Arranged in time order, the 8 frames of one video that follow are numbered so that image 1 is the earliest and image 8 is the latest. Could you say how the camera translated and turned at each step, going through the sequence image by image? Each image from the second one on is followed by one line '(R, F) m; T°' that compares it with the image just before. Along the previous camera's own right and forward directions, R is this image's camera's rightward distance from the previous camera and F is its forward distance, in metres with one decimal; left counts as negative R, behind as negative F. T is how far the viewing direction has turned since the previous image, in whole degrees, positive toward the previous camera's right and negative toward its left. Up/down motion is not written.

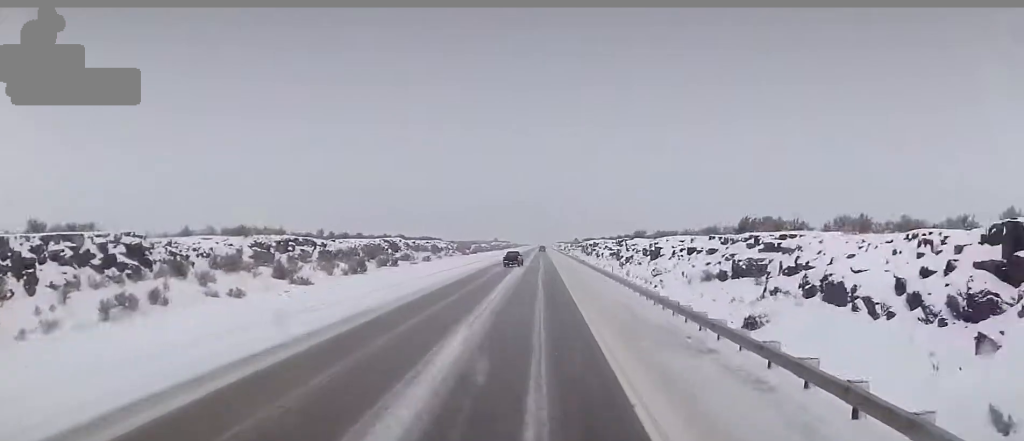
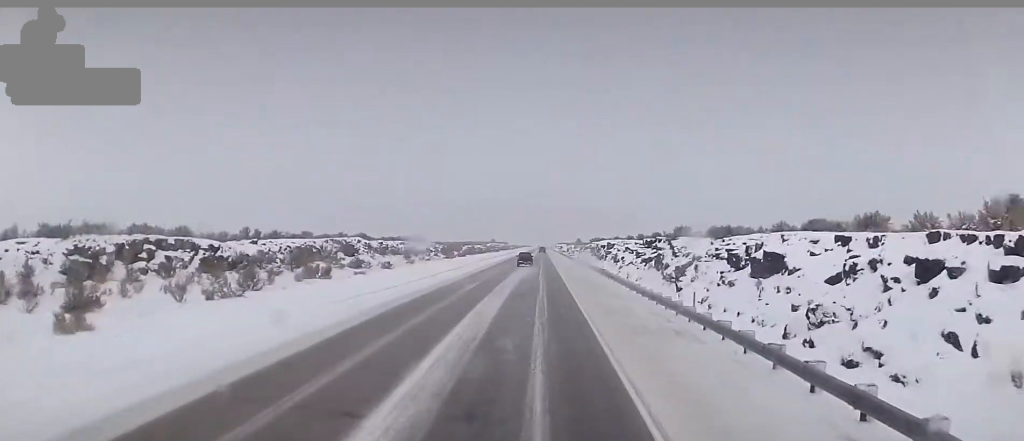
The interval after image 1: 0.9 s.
(+0.2, +23.2) m; 0°
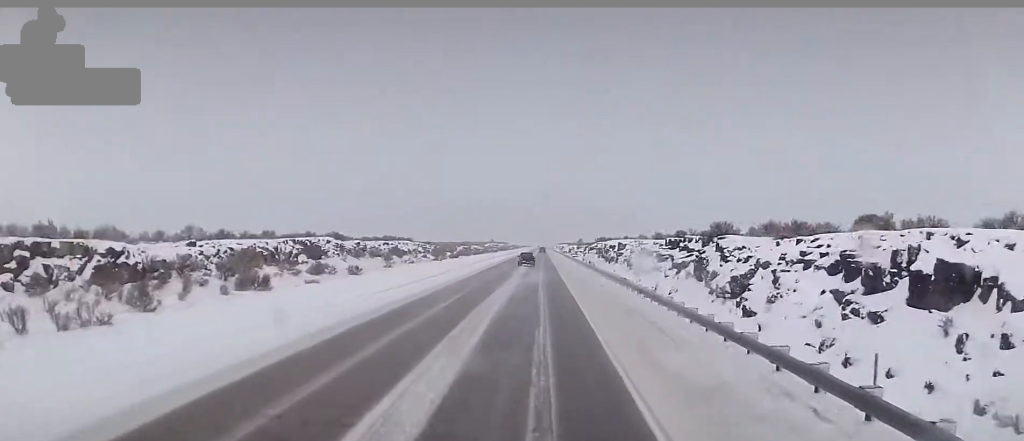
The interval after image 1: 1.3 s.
(+0.1, +11.6) m; 0°
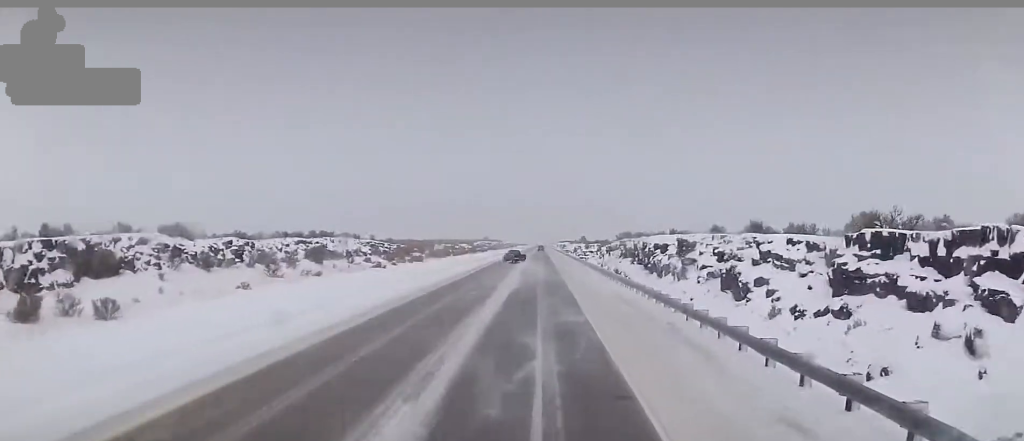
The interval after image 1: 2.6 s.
(-0.4, +33.5) m; -1°
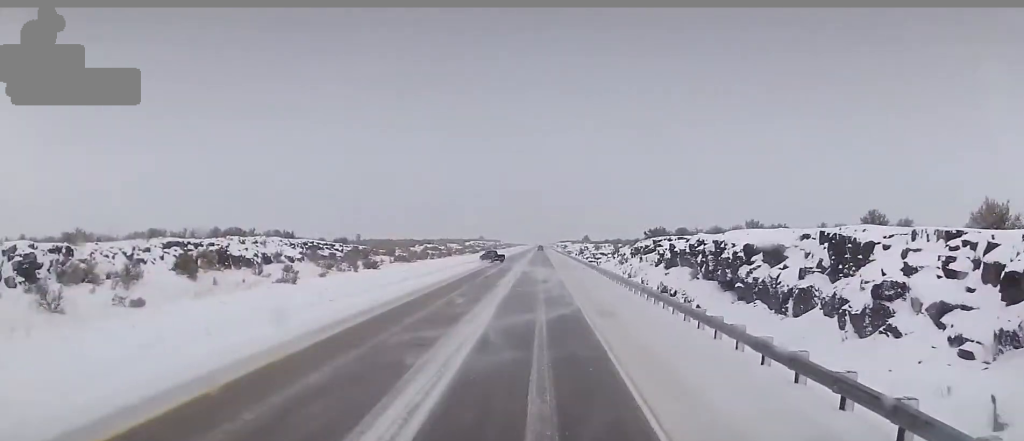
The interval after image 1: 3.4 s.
(0.0, +22.6) m; 0°
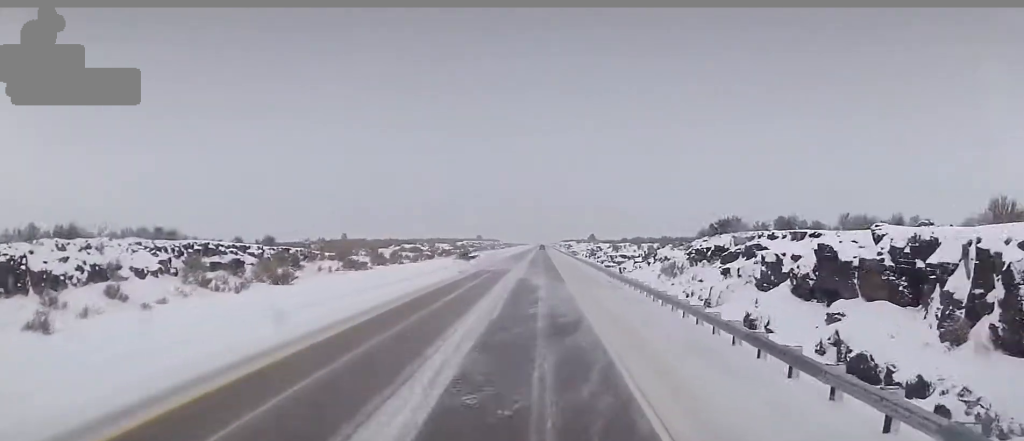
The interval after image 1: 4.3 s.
(0.0, +22.3) m; 0°
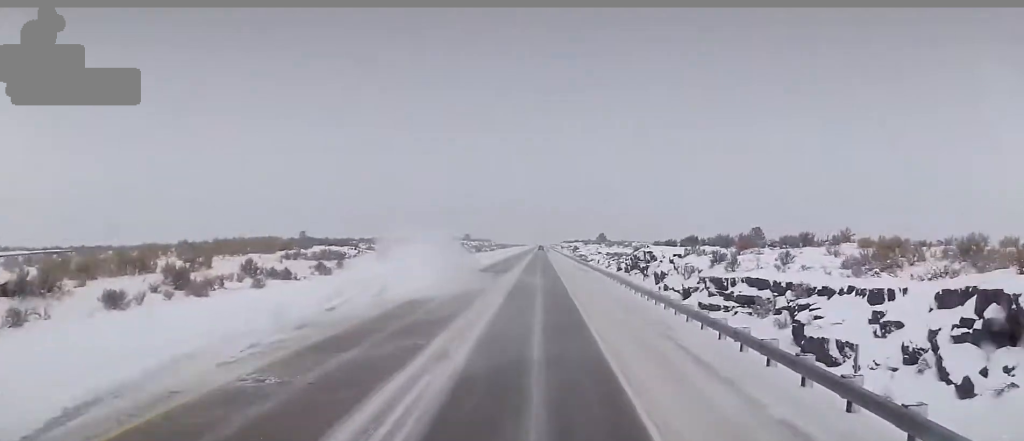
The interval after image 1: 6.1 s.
(+0.5, +44.3) m; +1°
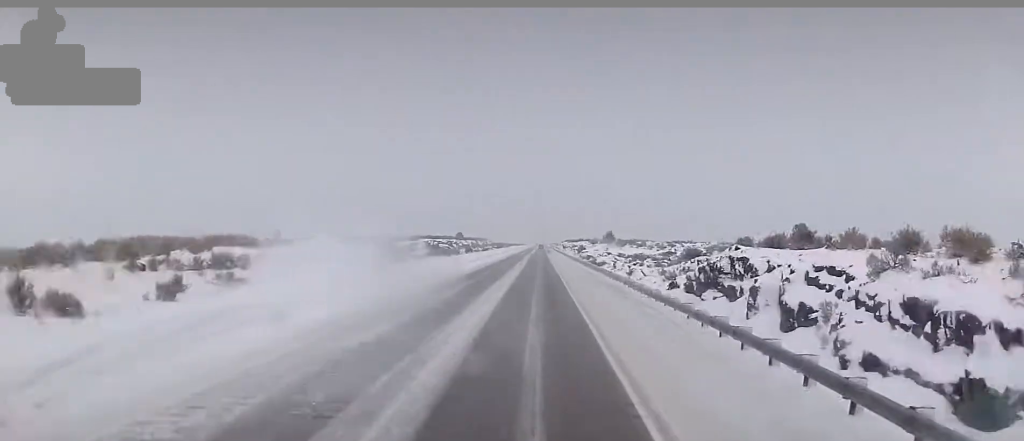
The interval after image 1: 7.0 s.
(-0.2, +22.6) m; -2°
